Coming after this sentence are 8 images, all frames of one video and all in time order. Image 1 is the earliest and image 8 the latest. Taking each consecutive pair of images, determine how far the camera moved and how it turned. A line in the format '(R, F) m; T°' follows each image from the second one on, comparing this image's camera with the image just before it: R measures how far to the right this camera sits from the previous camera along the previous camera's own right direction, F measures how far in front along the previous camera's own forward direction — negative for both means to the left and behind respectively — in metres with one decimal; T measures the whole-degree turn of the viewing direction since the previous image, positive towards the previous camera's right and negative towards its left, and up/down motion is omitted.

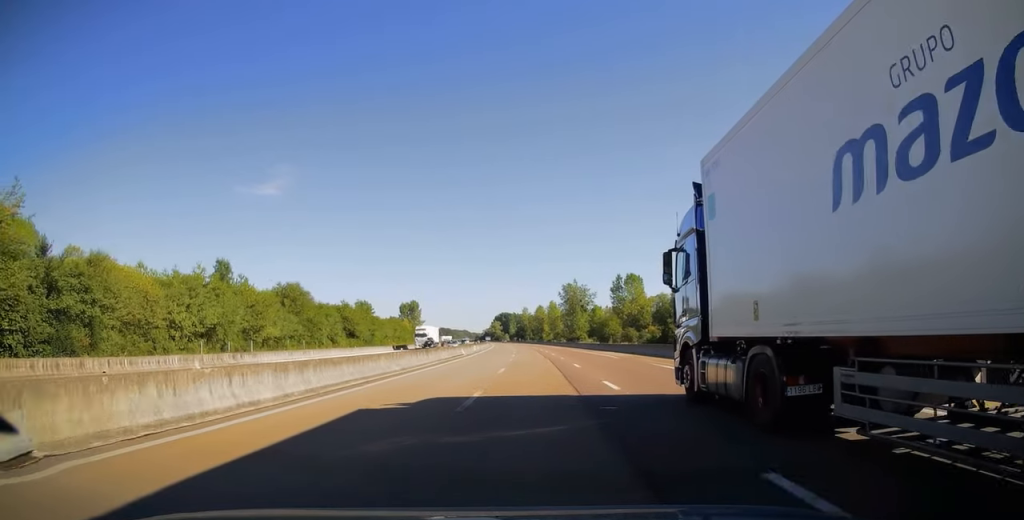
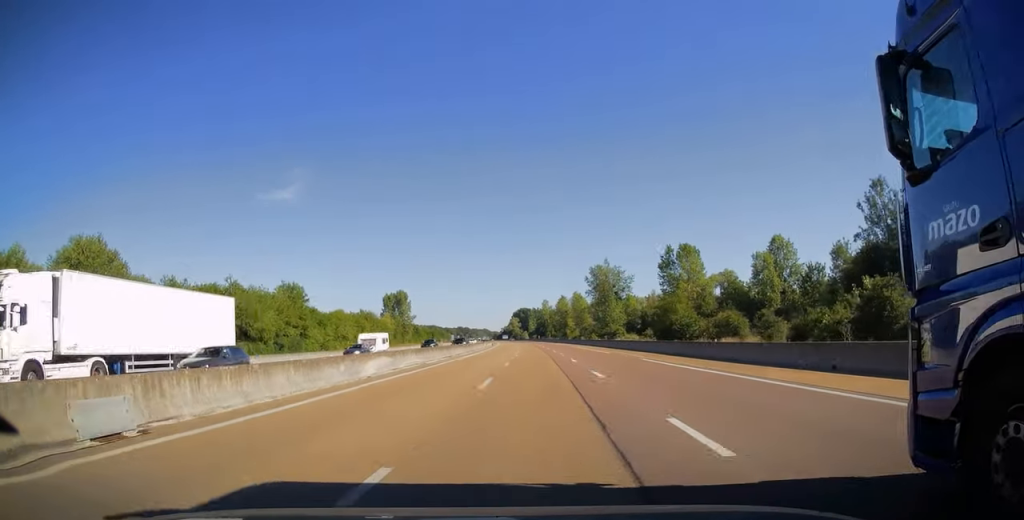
(-0.6, +48.1) m; -1°
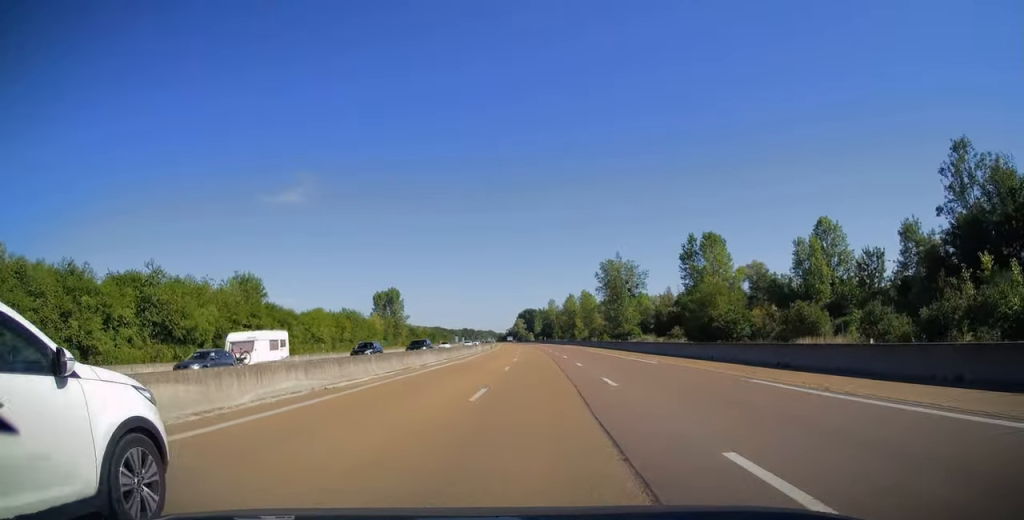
(0.0, +15.8) m; -1°
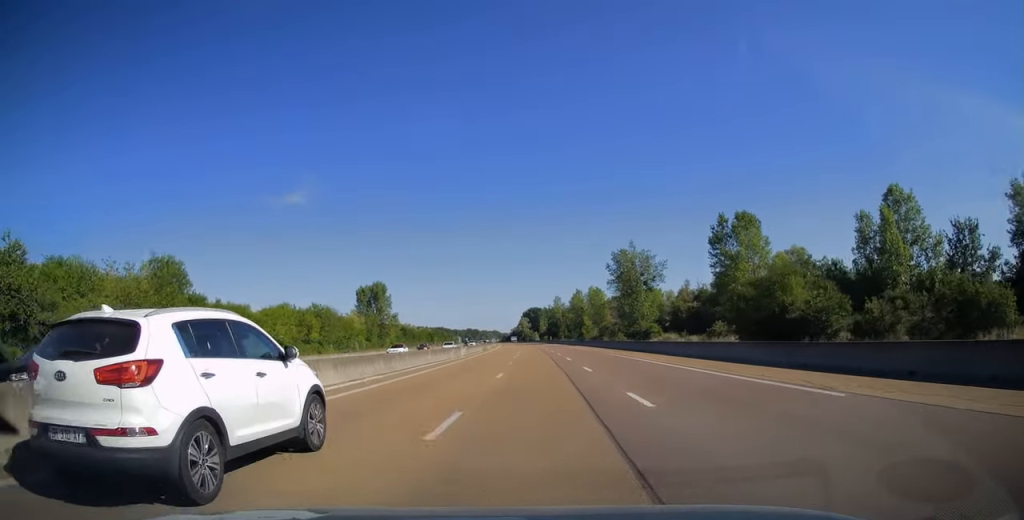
(-0.2, +18.3) m; -1°
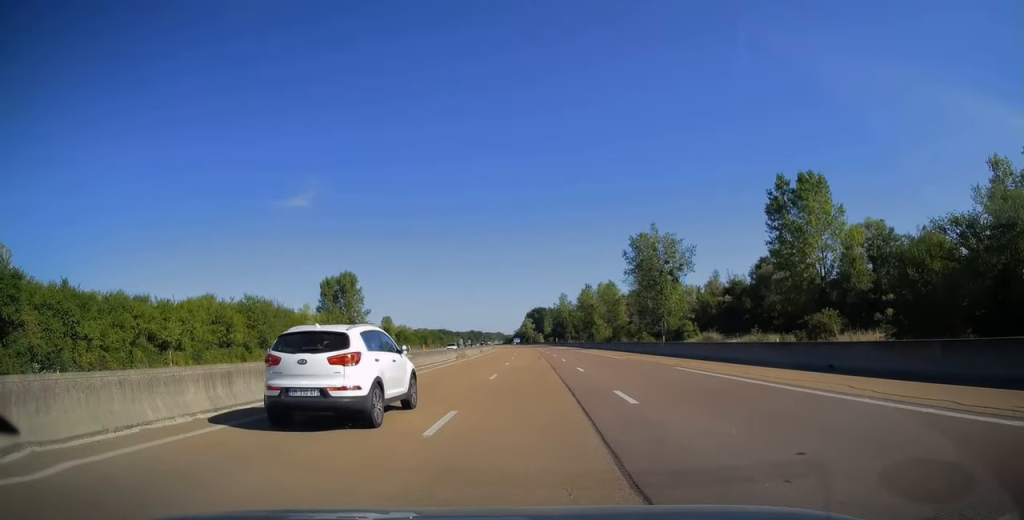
(-0.2, +25.3) m; -1°
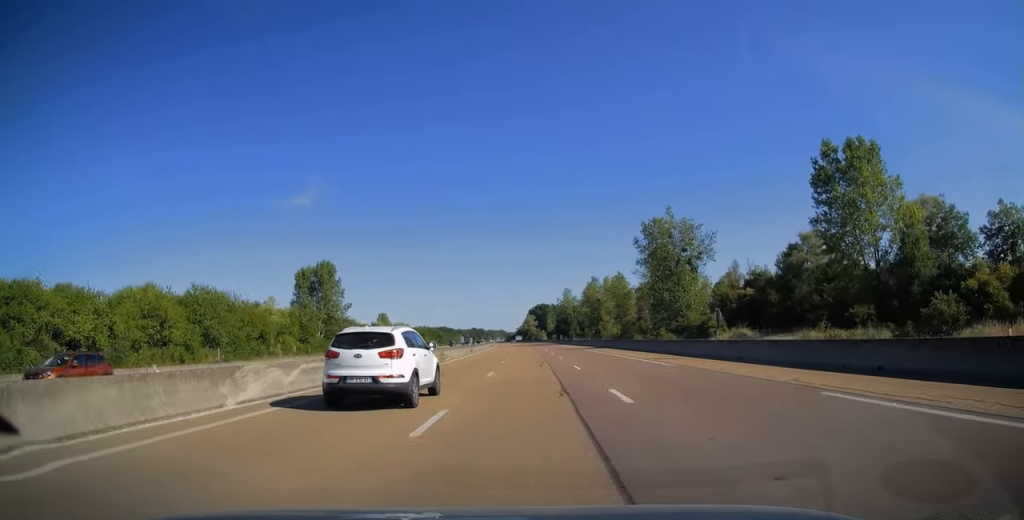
(0.0, +13.2) m; 0°
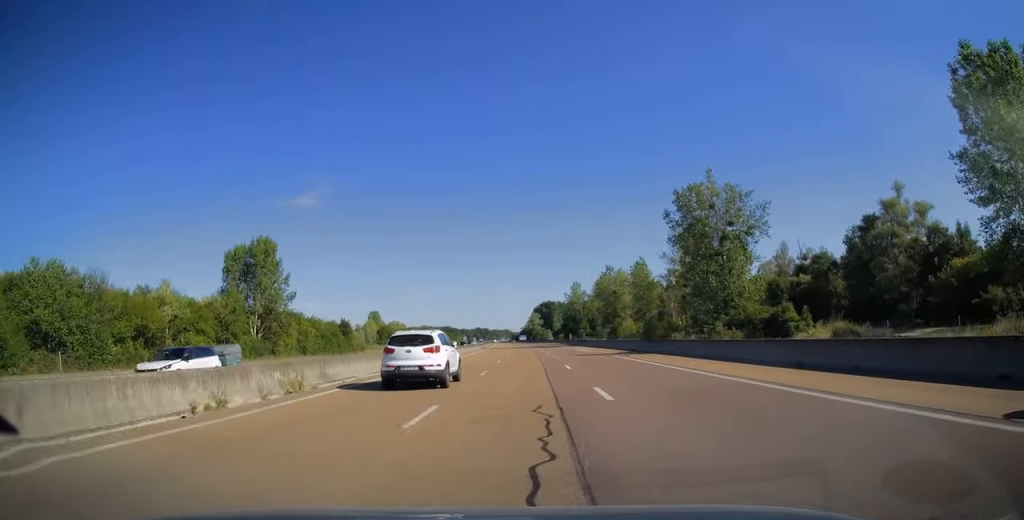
(-0.1, +25.3) m; -1°
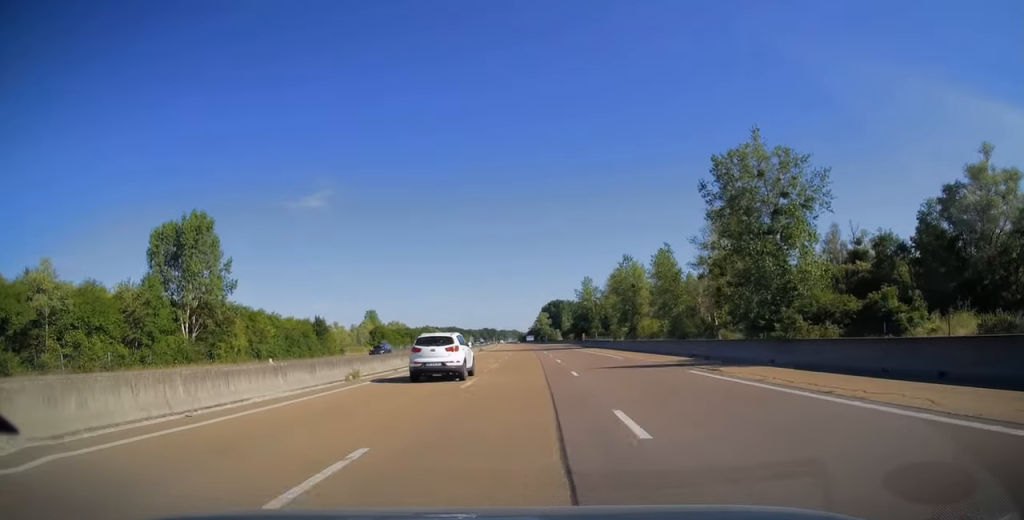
(0.0, +17.8) m; -1°
